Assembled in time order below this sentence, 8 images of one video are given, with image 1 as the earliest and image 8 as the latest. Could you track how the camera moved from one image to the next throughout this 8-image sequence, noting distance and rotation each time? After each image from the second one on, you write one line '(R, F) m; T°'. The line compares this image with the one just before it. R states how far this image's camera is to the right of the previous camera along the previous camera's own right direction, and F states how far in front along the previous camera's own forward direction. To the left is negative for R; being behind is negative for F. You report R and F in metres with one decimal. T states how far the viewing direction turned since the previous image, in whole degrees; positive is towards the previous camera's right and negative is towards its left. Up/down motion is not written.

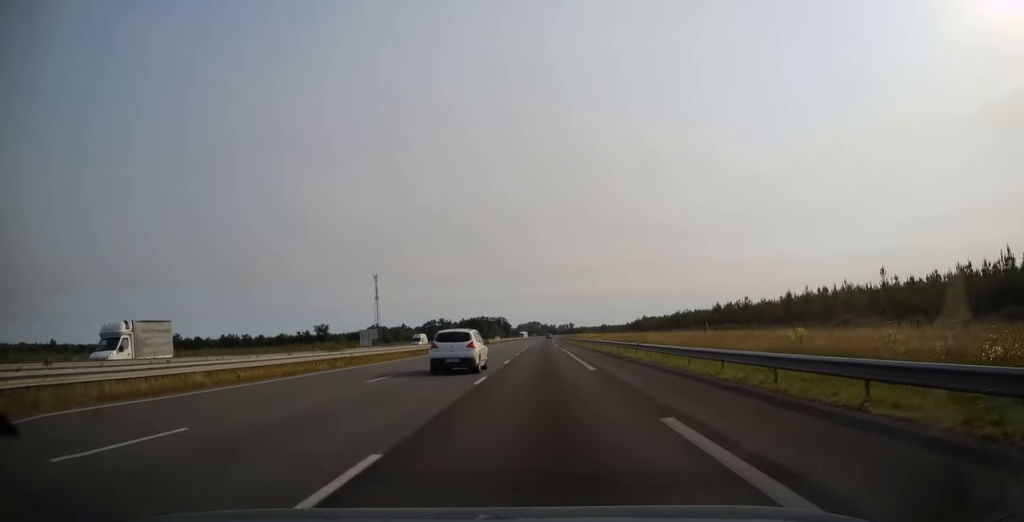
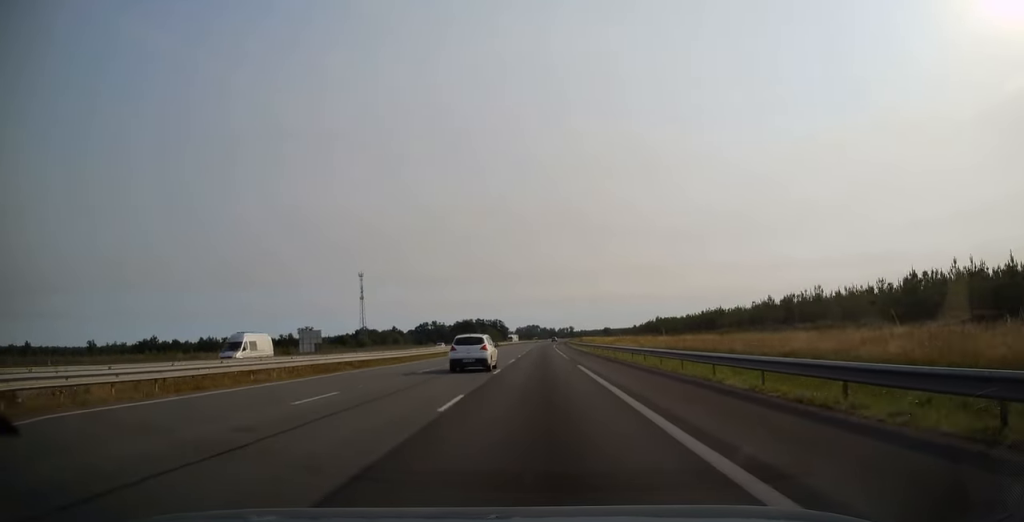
(+0.1, +31.4) m; 0°
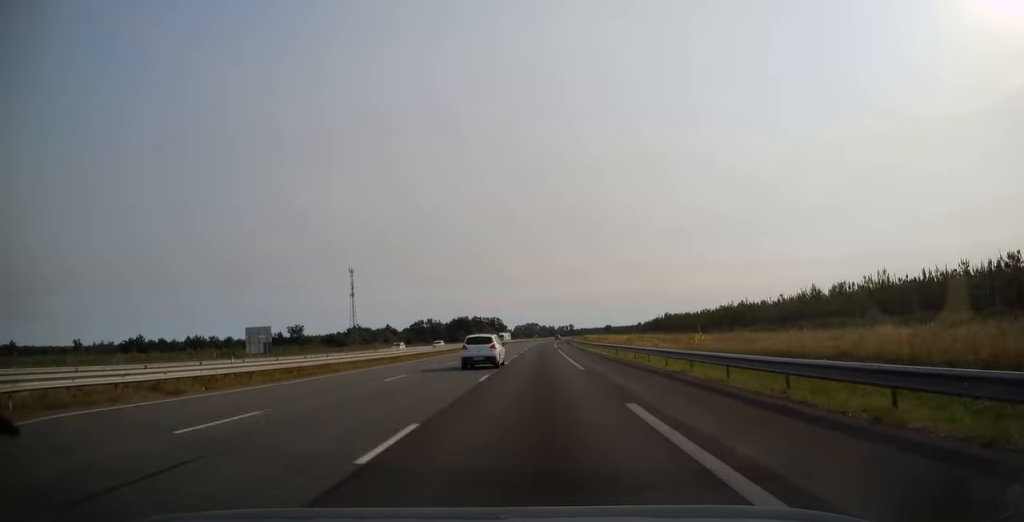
(-0.1, +17.7) m; 0°
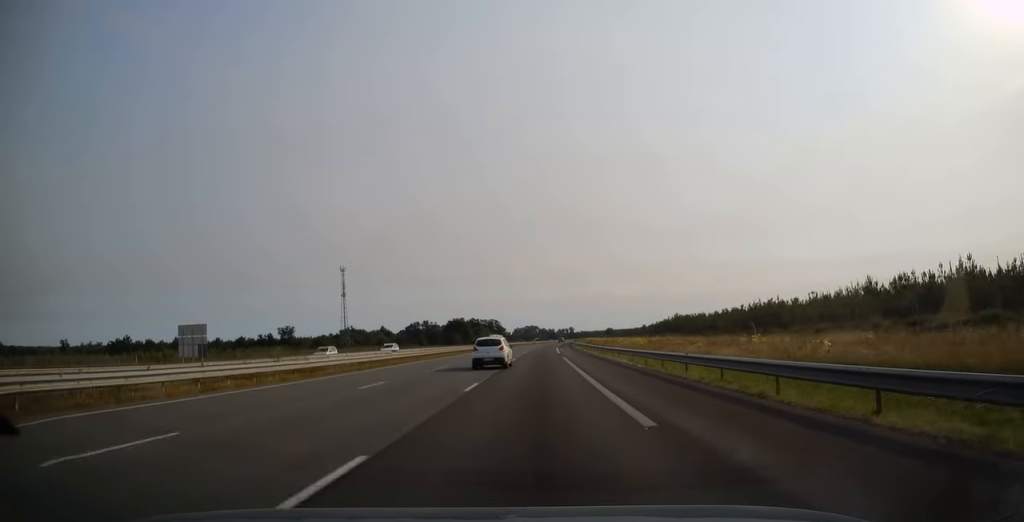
(0.0, +15.7) m; 0°
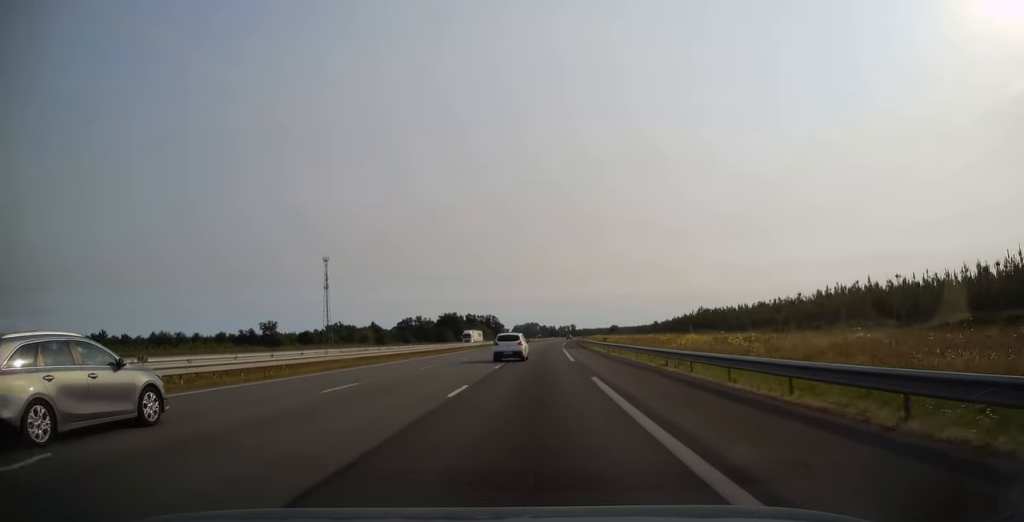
(+0.1, +29.1) m; 0°
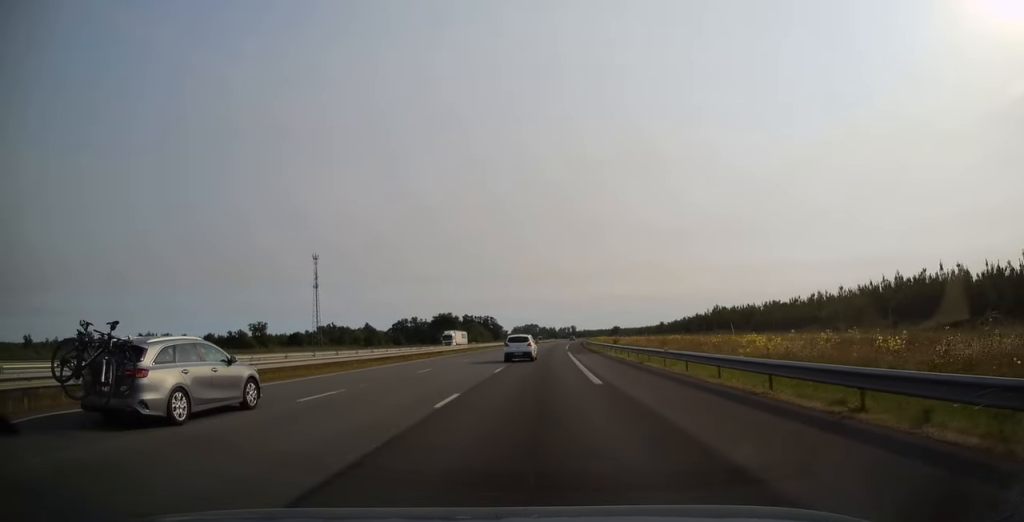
(0.0, +14.8) m; 0°
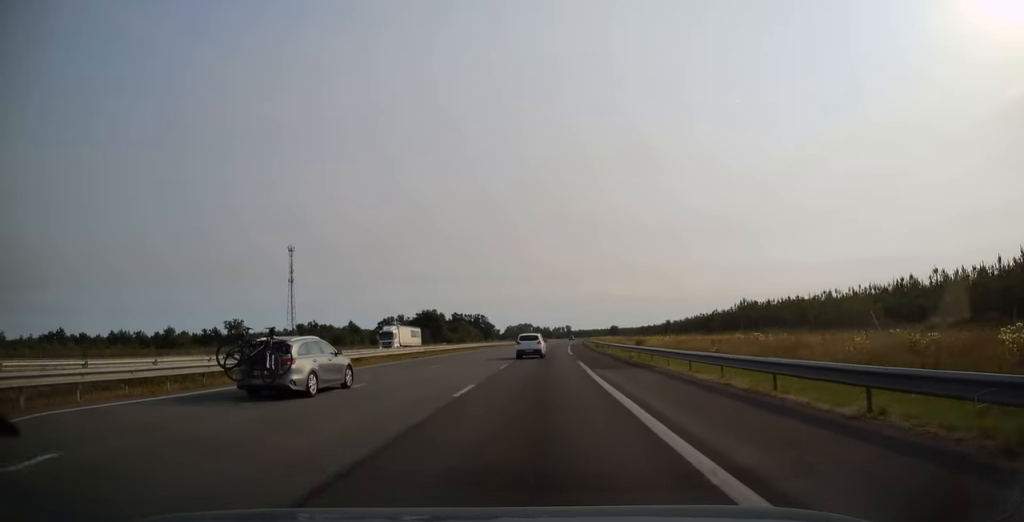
(+0.2, +24.2) m; 0°
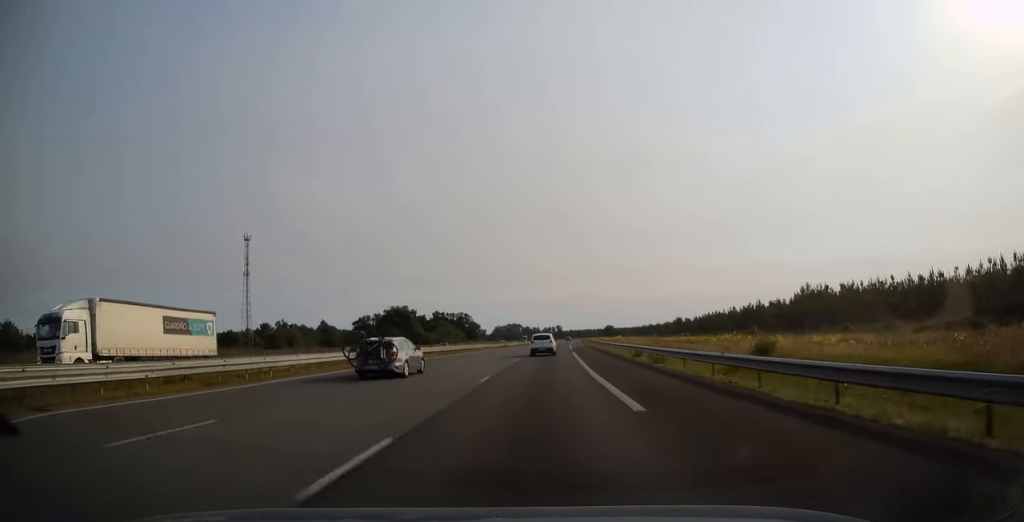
(0.0, +35.1) m; +1°
